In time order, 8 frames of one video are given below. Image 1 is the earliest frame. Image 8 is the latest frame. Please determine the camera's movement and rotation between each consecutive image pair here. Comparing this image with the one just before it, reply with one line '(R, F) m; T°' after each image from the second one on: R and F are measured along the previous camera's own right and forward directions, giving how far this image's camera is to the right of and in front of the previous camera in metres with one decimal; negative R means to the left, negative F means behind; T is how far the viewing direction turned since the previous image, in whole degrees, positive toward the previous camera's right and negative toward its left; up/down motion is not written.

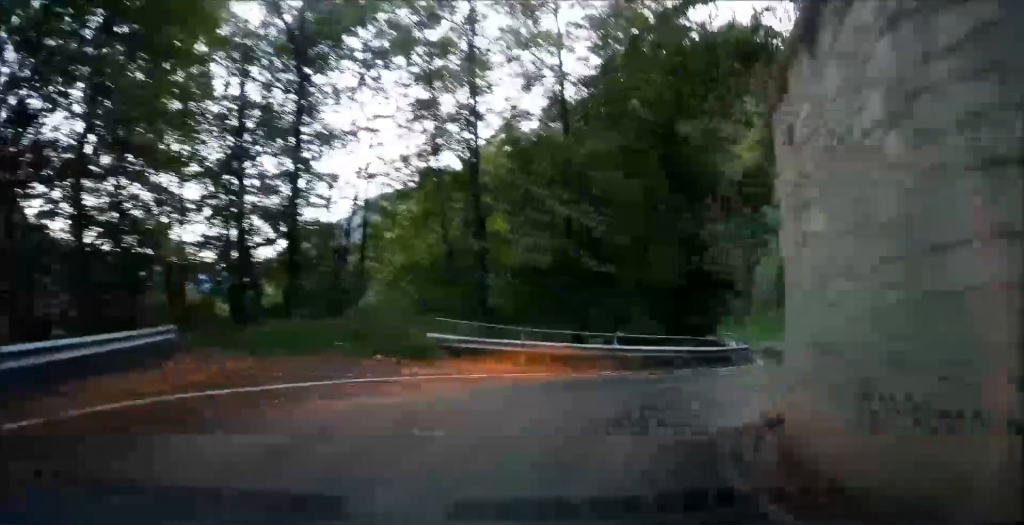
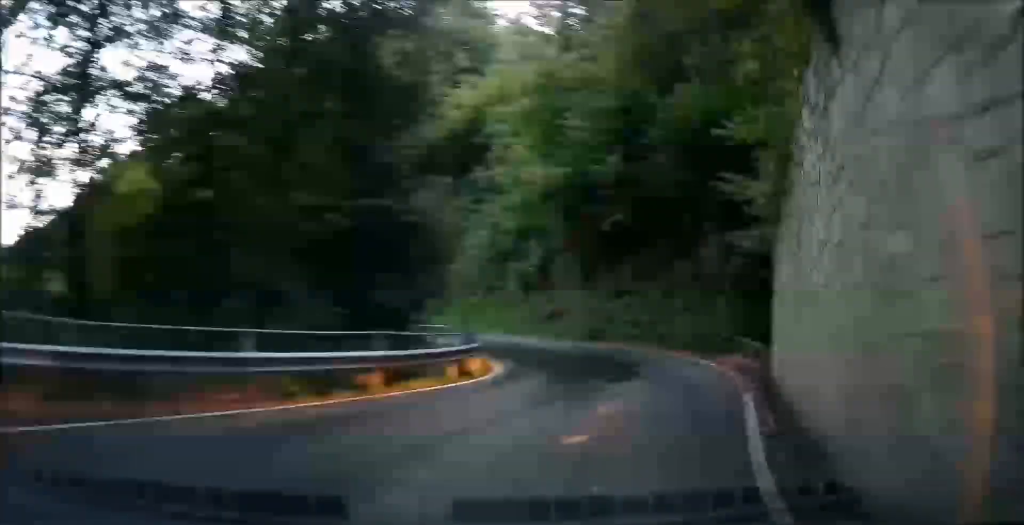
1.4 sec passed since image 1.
(+1.4, +8.7) m; +13°
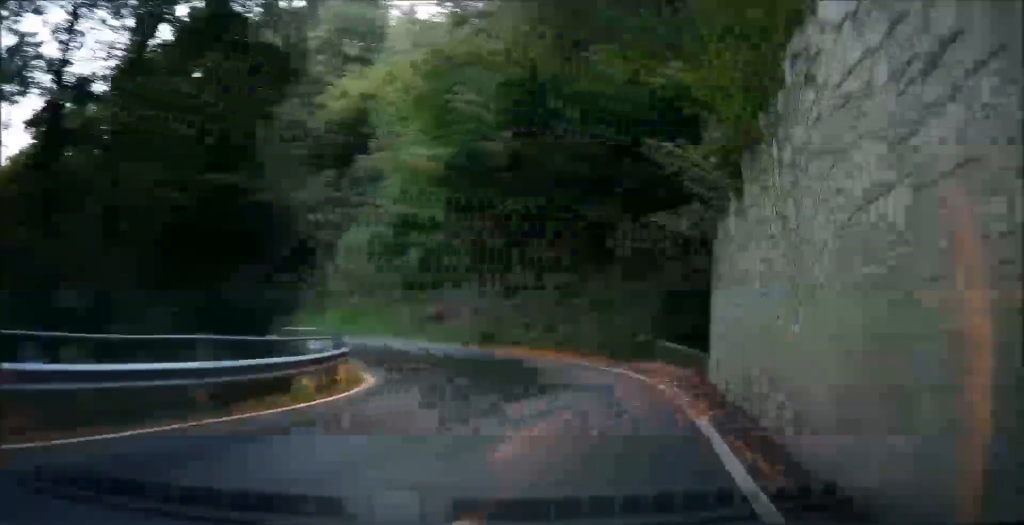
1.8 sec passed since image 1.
(0.0, +2.9) m; 0°
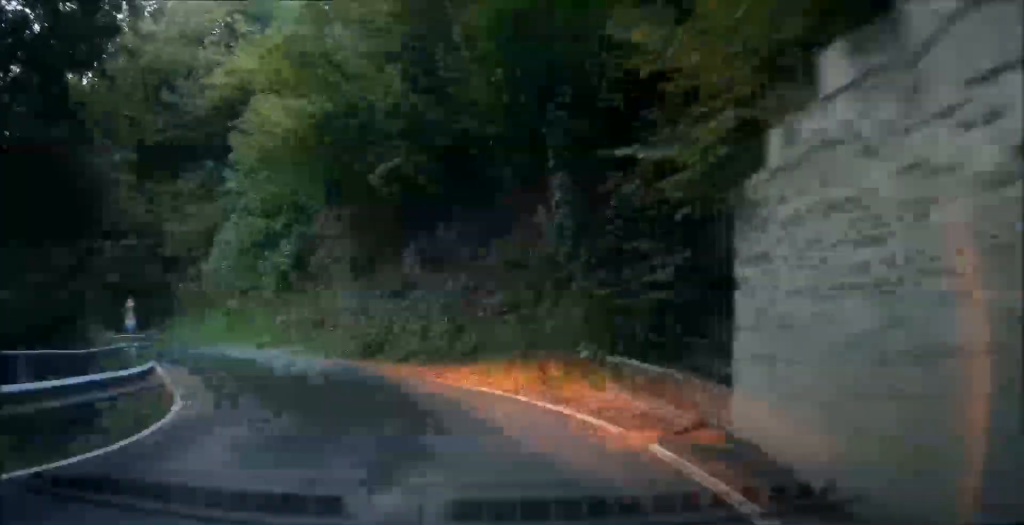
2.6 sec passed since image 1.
(0.0, +5.3) m; -3°
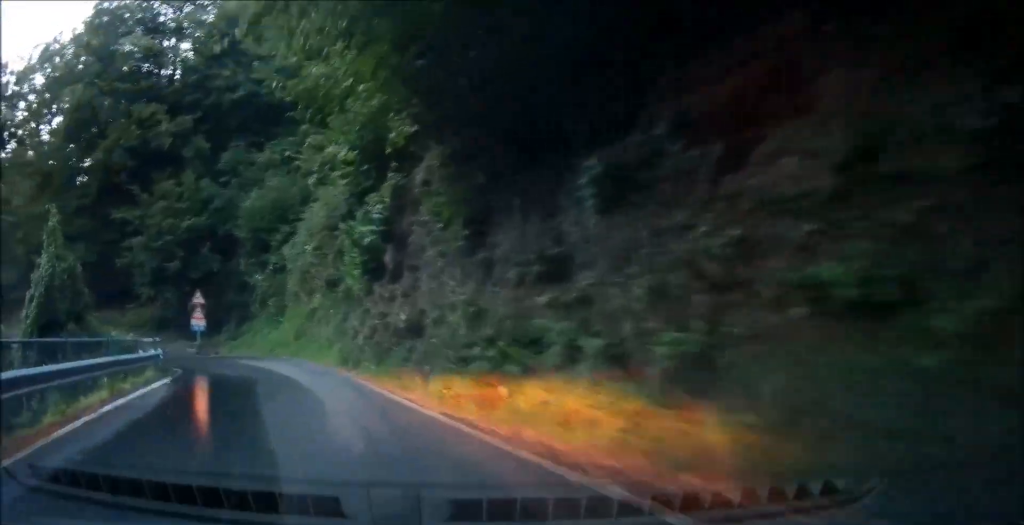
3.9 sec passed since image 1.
(-0.7, +8.9) m; -8°
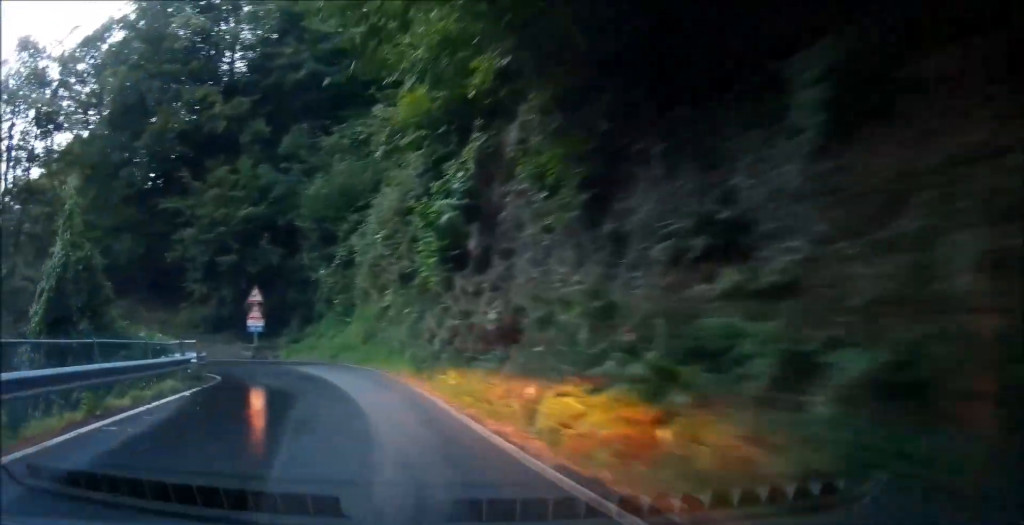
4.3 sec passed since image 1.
(-0.1, +3.3) m; -3°
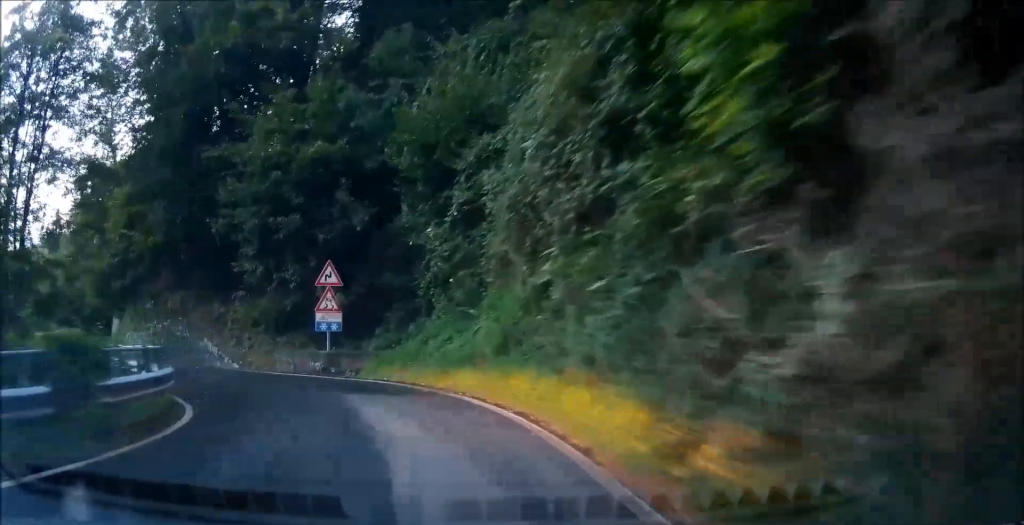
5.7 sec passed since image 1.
(-0.3, +10.2) m; -9°
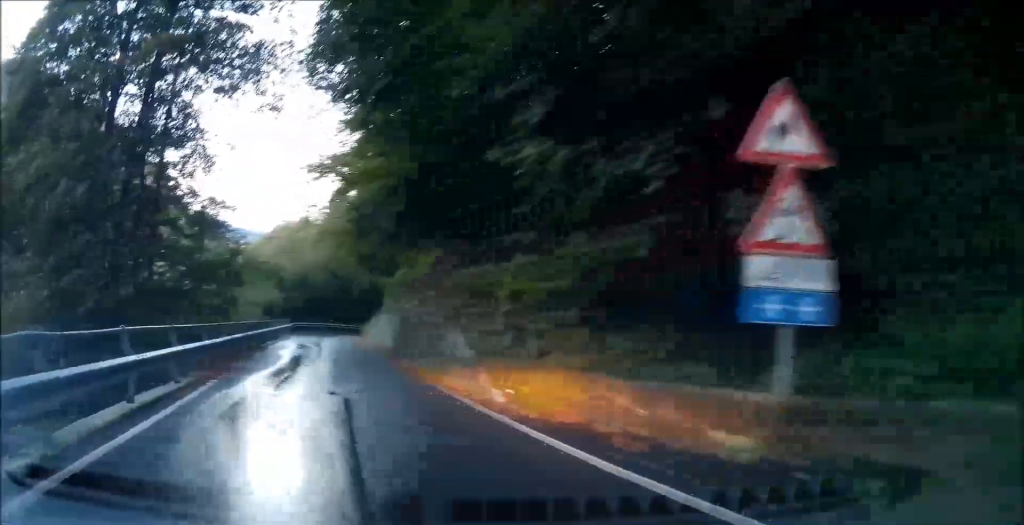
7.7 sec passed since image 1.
(-3.4, +12.5) m; -30°
